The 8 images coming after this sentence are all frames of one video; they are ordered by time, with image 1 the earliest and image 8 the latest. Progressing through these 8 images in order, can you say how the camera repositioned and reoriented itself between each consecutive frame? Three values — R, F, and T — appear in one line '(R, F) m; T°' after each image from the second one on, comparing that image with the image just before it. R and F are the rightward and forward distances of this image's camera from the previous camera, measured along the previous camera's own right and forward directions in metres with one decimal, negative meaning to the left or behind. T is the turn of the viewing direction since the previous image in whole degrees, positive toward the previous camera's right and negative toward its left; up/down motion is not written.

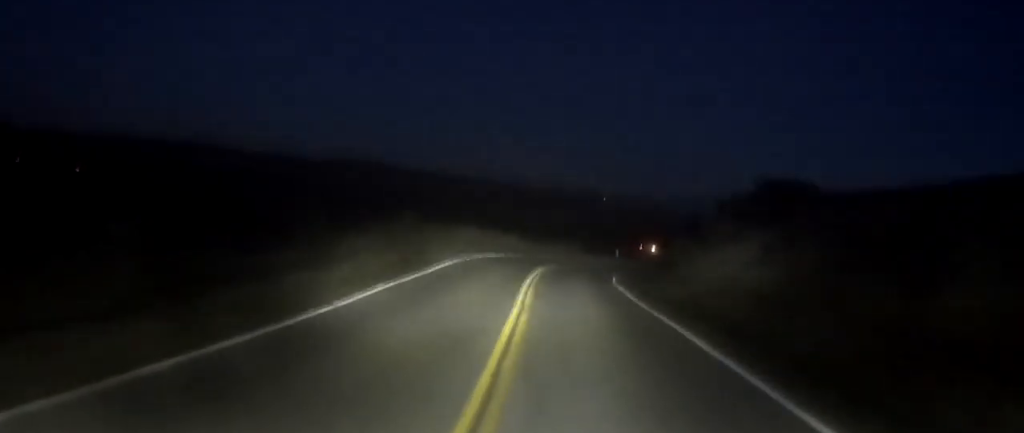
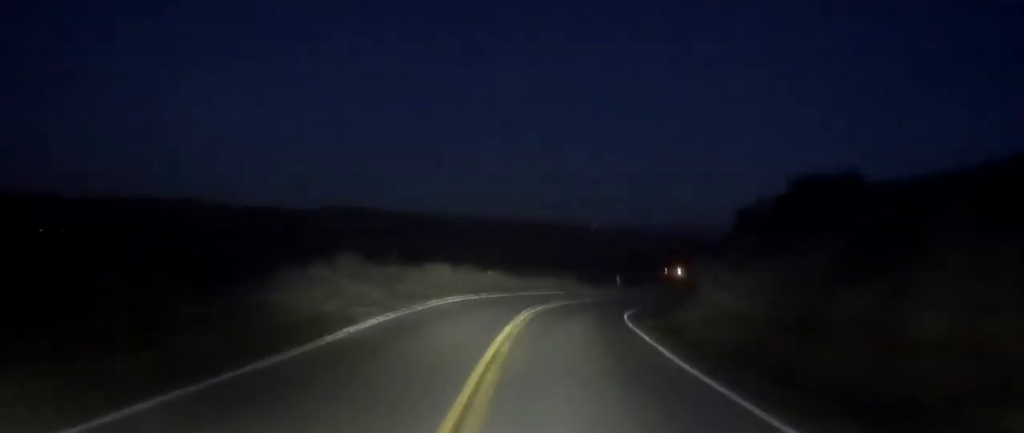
(-0.5, +9.6) m; -1°
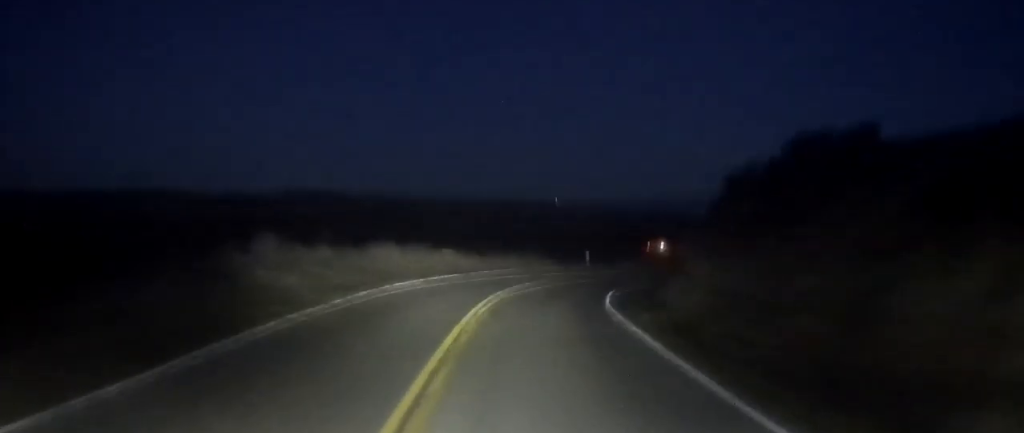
(+0.1, +5.4) m; +2°
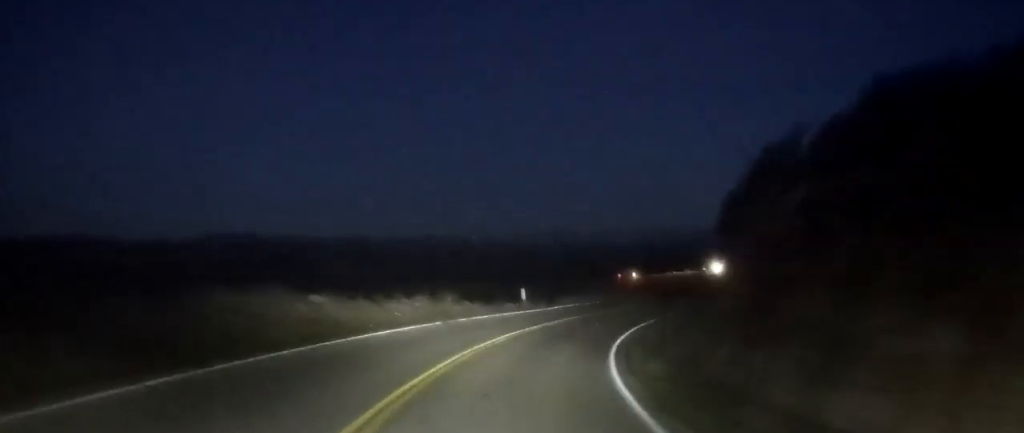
(+0.8, +15.3) m; +7°
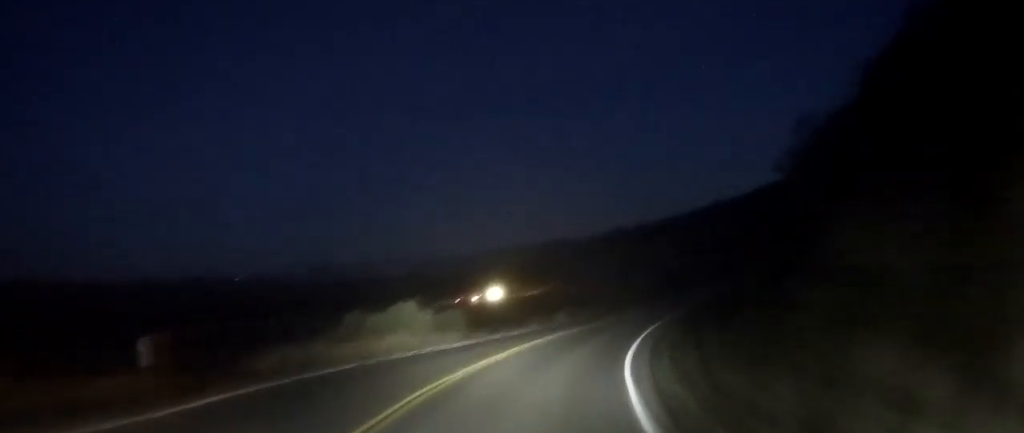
(+4.1, +27.4) m; +16°
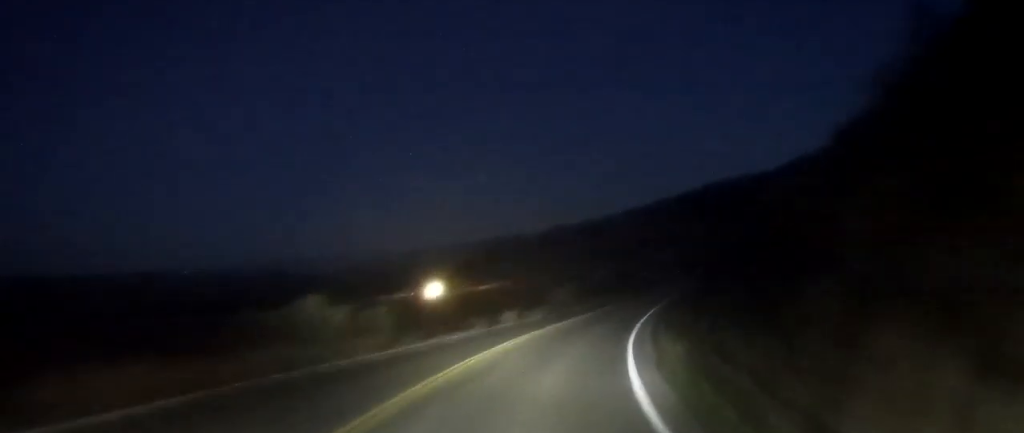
(+0.2, +7.0) m; +4°
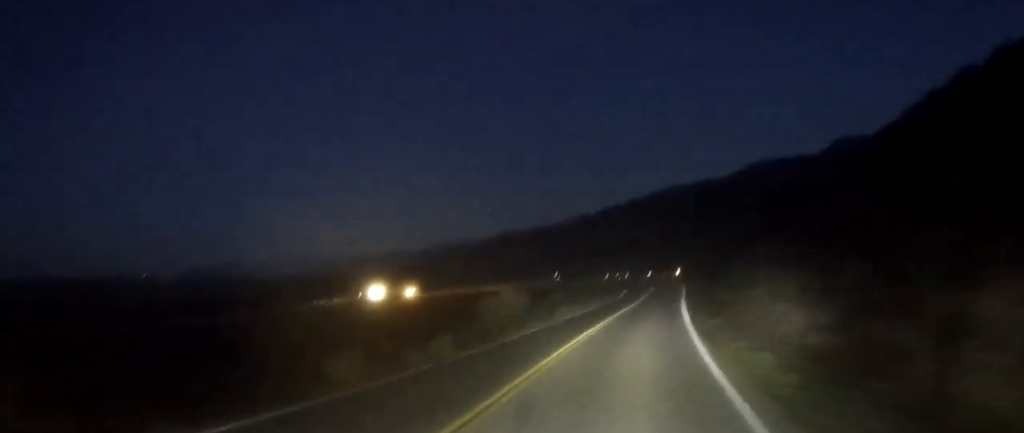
(+2.3, +22.0) m; +11°
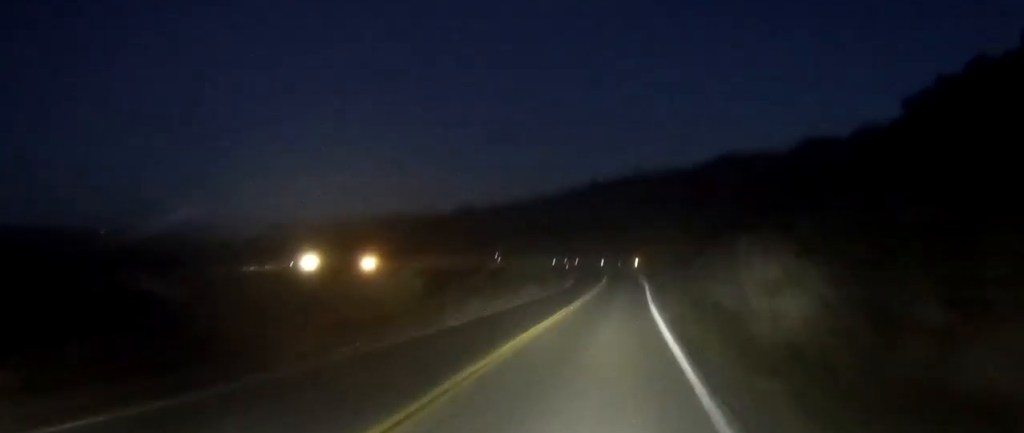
(+0.4, +14.9) m; +4°
